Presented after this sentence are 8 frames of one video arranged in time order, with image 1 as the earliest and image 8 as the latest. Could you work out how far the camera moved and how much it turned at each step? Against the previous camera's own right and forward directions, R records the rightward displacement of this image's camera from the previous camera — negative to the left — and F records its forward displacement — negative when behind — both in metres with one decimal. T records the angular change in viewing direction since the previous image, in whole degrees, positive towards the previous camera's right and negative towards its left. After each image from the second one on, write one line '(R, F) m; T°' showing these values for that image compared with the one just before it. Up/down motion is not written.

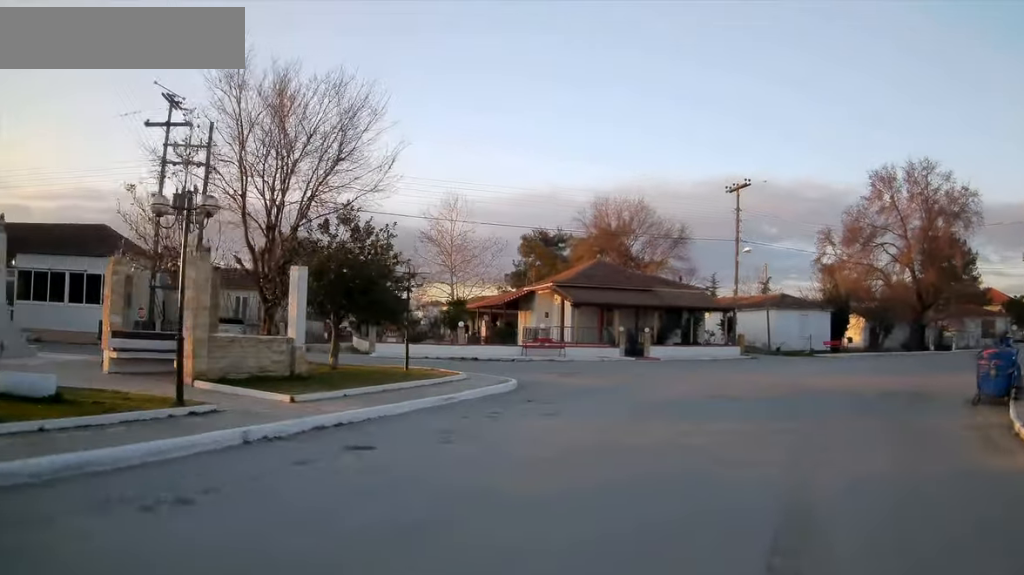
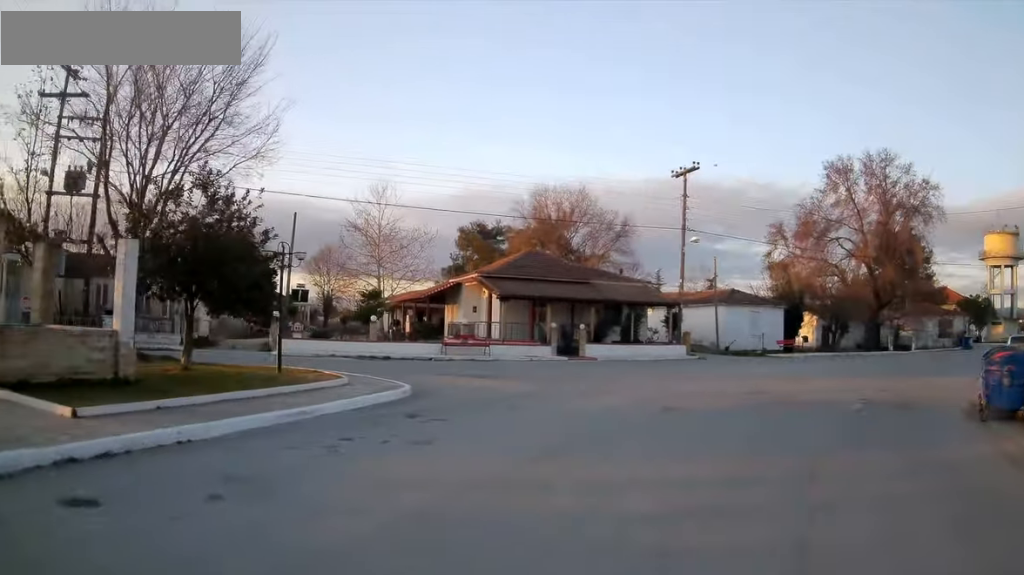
(0.0, +3.9) m; +4°
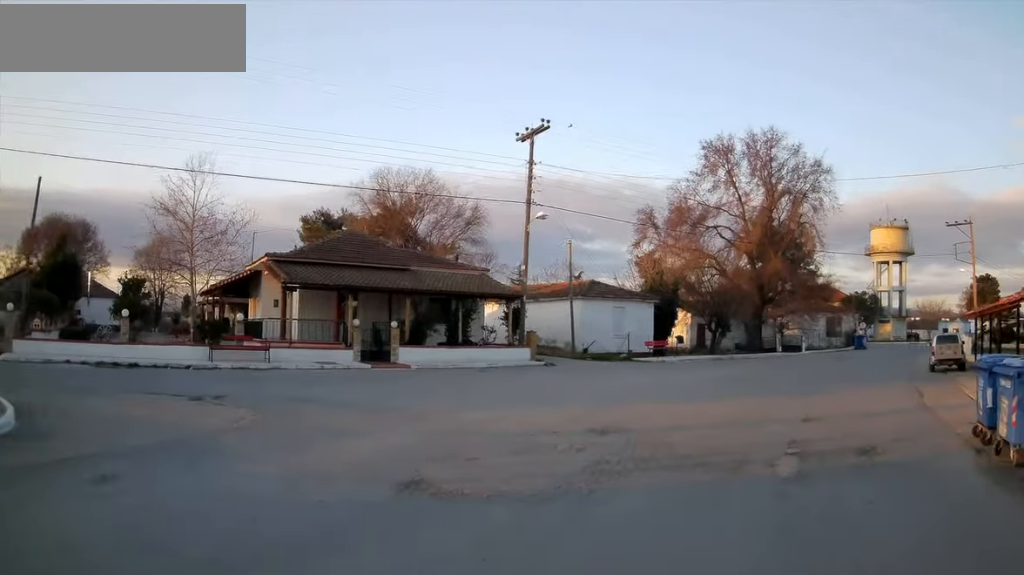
(+0.9, +7.2) m; +14°
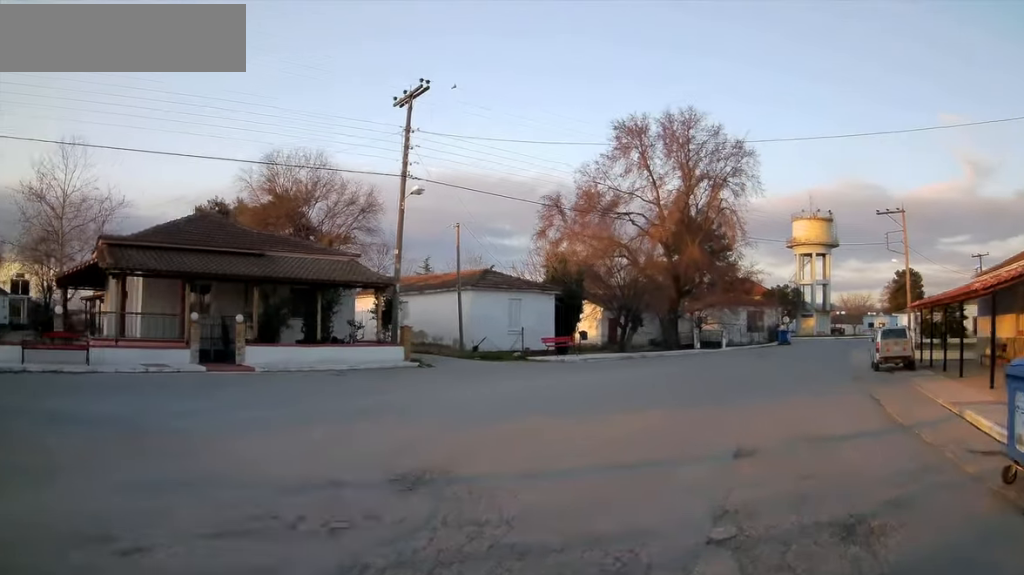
(+0.3, +4.4) m; +8°
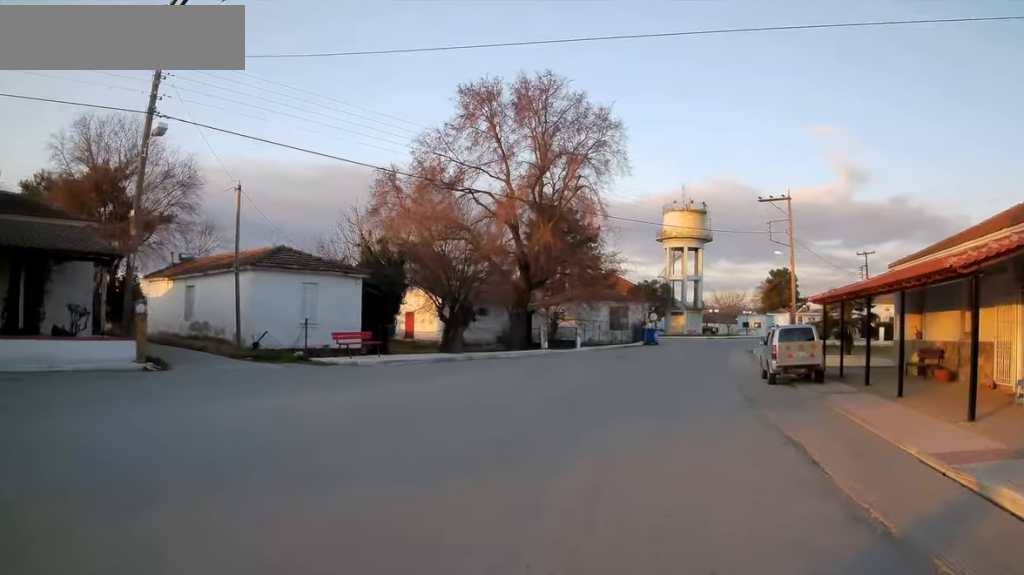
(+0.8, +7.9) m; +10°
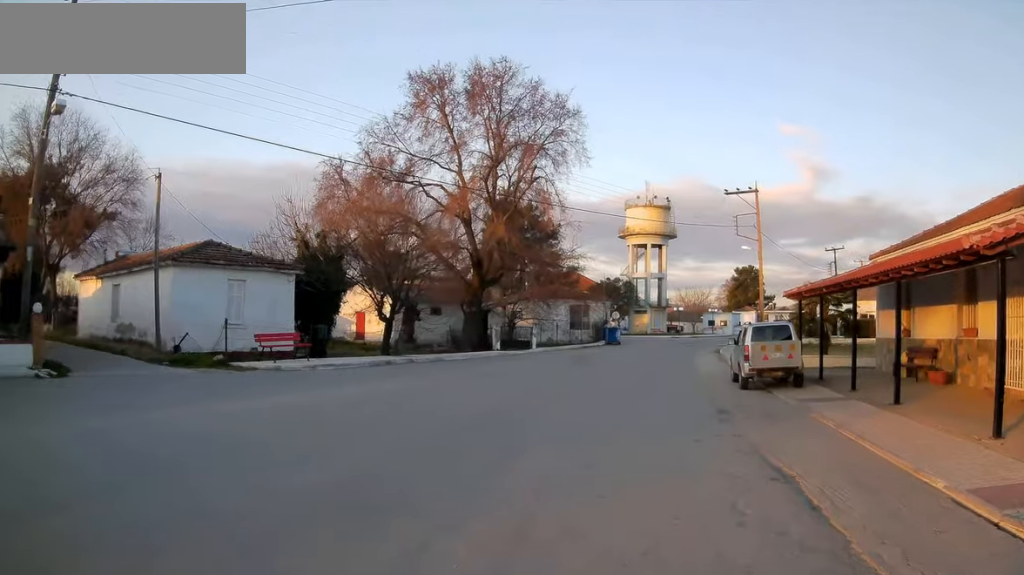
(+0.1, +3.1) m; +5°
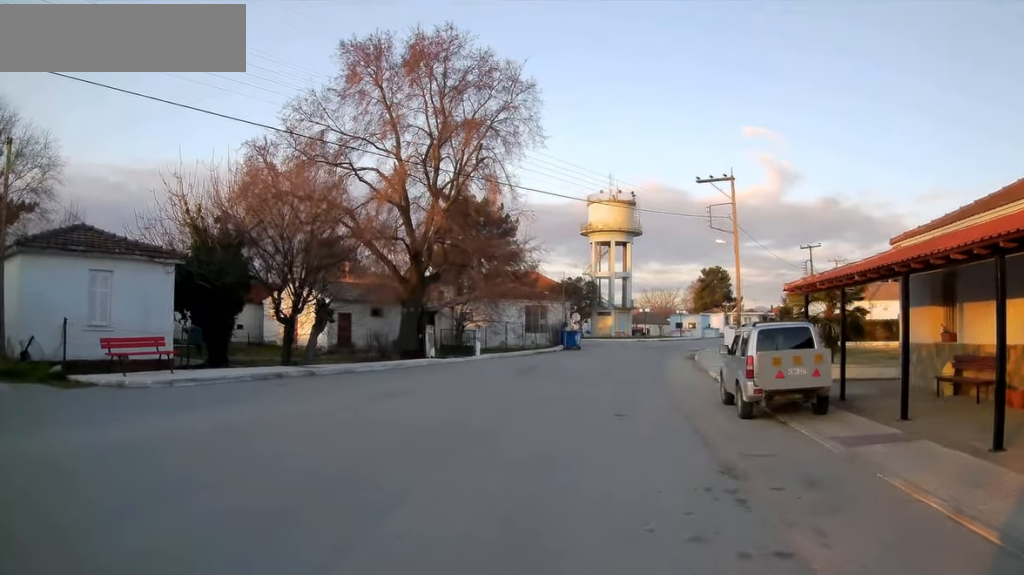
(+1.1, +6.9) m; +13°
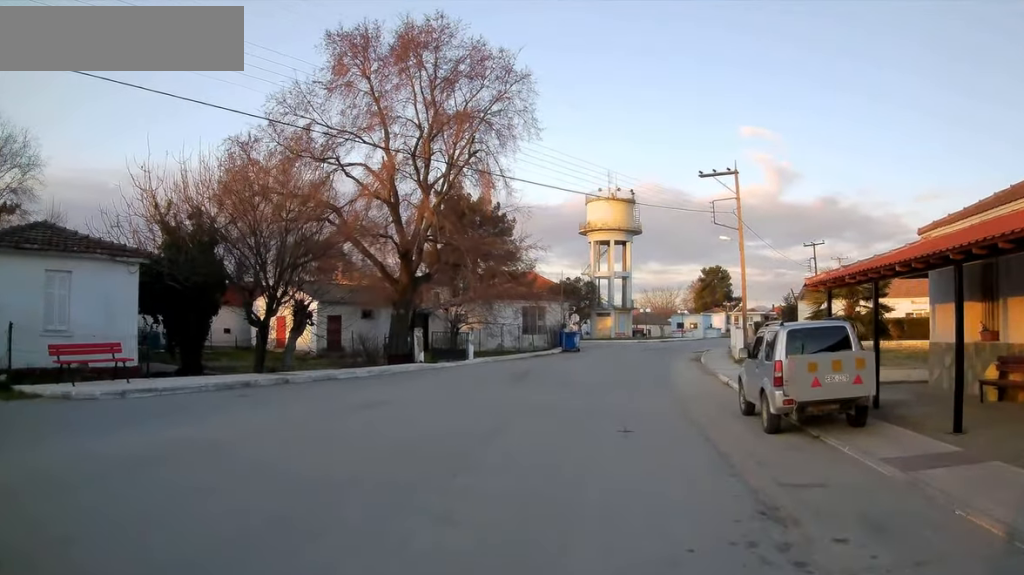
(+0.1, +2.7) m; 0°
